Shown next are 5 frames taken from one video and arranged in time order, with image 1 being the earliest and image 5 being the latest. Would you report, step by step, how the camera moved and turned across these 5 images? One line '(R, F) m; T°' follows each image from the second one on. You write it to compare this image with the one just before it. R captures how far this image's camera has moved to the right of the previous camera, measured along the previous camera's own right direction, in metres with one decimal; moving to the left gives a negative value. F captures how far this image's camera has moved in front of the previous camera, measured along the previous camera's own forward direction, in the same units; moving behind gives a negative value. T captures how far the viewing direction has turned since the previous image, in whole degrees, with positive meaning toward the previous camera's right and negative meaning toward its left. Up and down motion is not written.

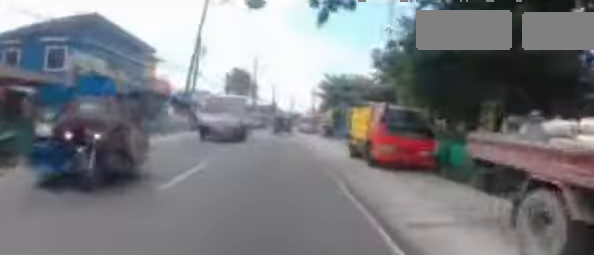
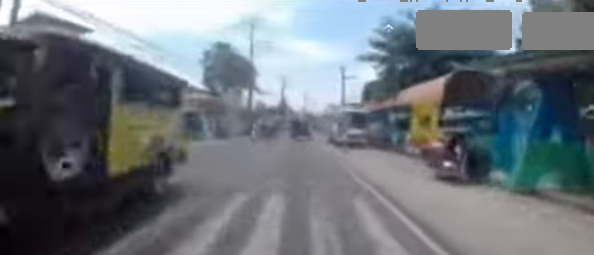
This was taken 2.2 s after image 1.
(-0.9, +20.6) m; -3°
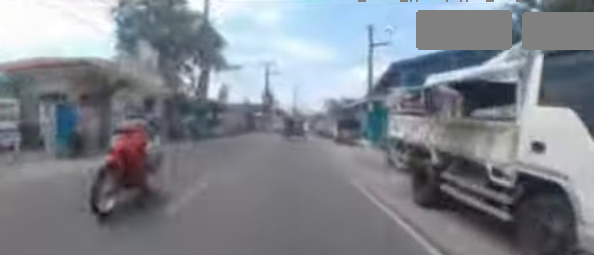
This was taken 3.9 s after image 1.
(+0.9, +15.4) m; +7°
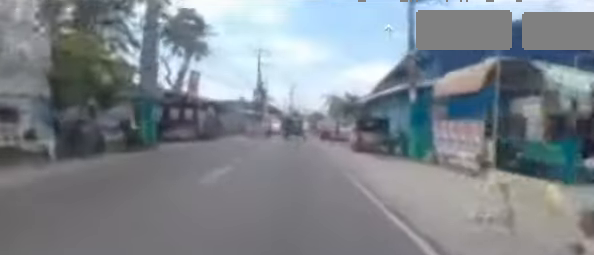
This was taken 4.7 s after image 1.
(+0.3, +6.9) m; +1°
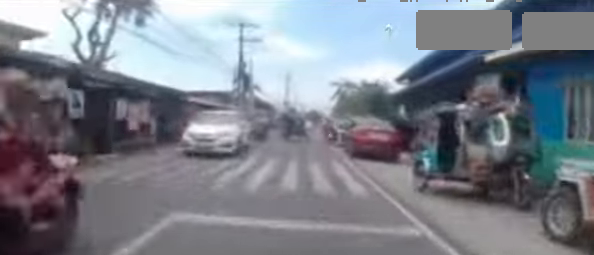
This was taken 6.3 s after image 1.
(-0.6, +14.1) m; -3°
